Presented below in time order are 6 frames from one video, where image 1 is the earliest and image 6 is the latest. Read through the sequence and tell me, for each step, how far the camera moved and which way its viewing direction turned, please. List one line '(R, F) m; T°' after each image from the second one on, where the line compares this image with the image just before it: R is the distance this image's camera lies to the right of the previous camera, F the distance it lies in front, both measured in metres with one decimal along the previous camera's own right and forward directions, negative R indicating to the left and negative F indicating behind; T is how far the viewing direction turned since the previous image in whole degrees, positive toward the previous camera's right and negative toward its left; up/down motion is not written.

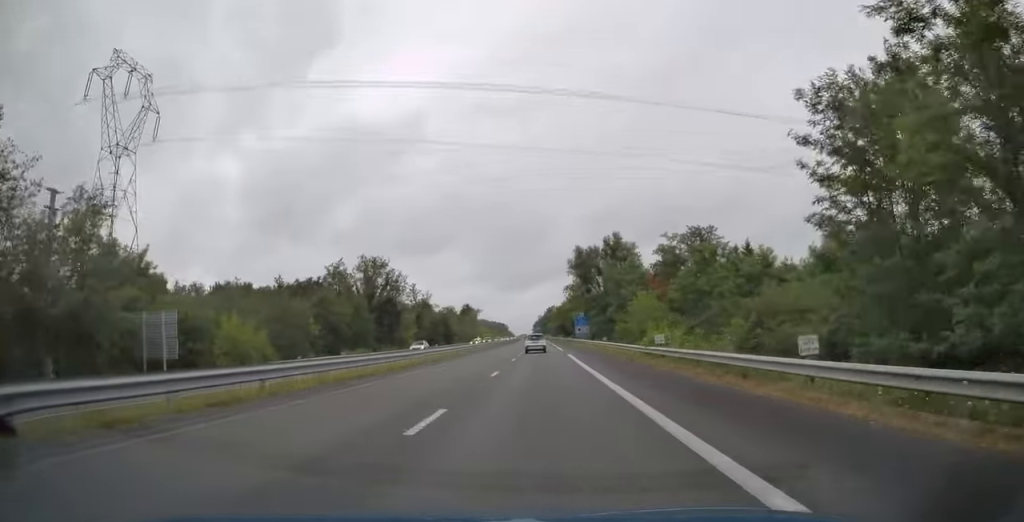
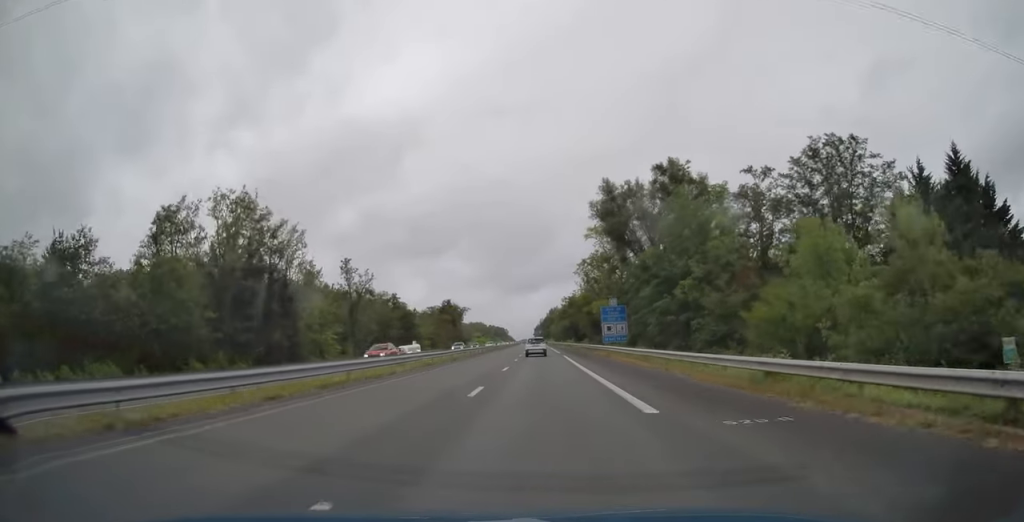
(-0.3, +46.5) m; -1°
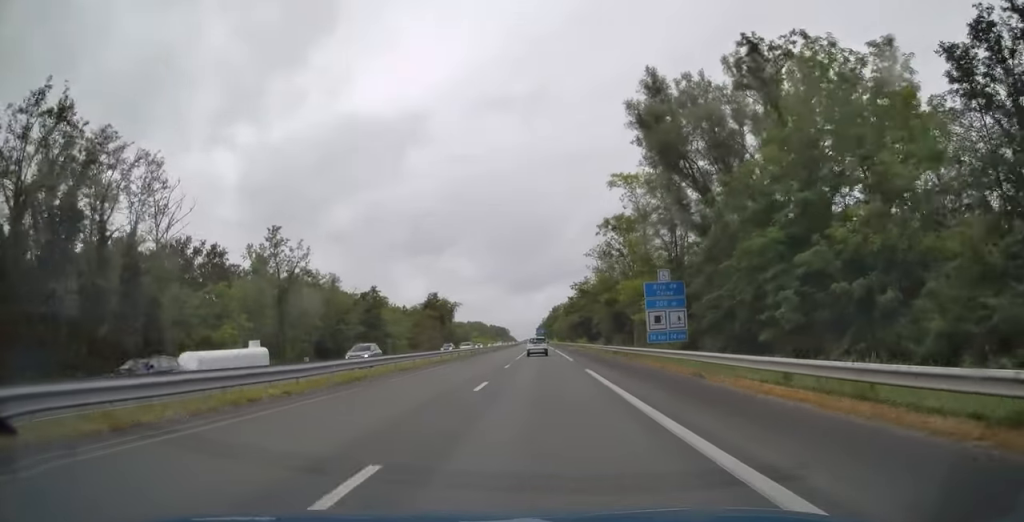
(-0.2, +24.6) m; 0°
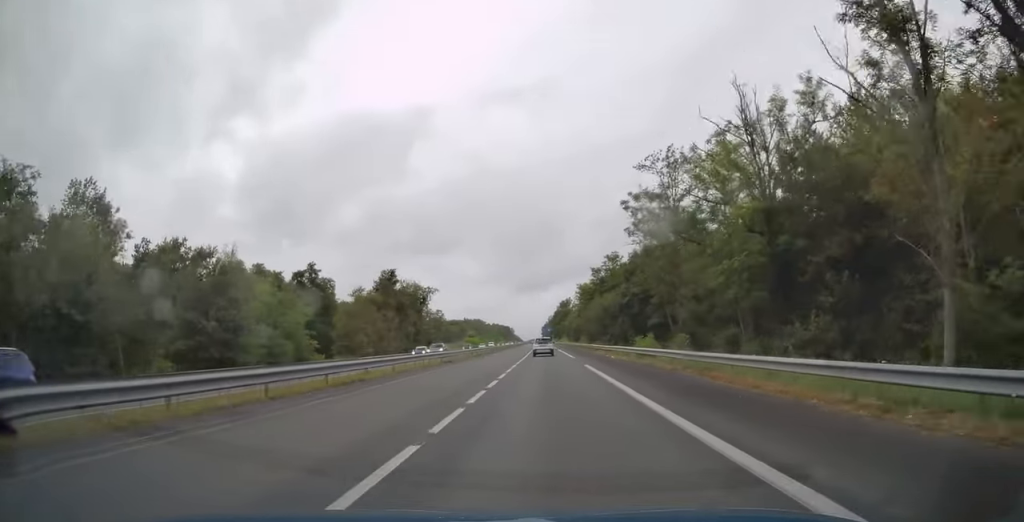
(-0.1, +46.6) m; 0°
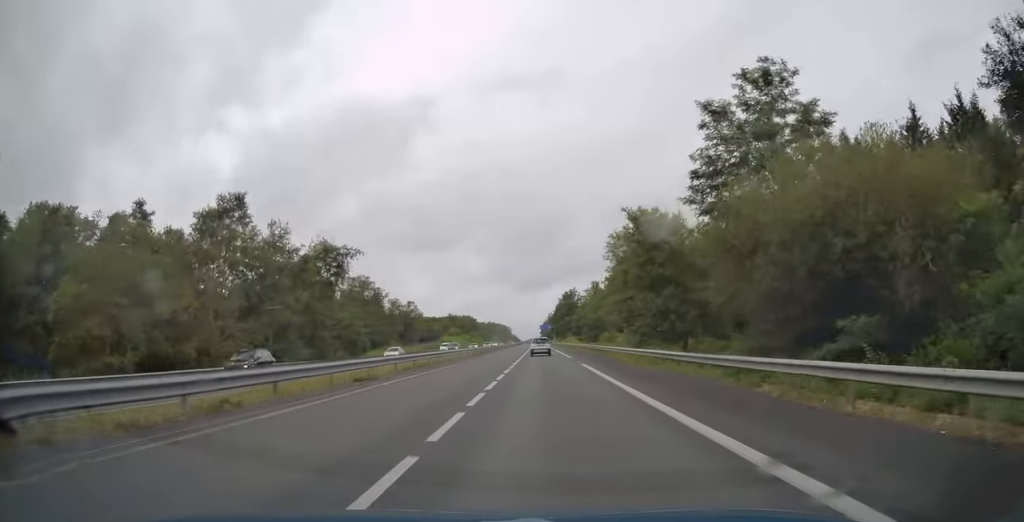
(-0.1, +51.7) m; 0°
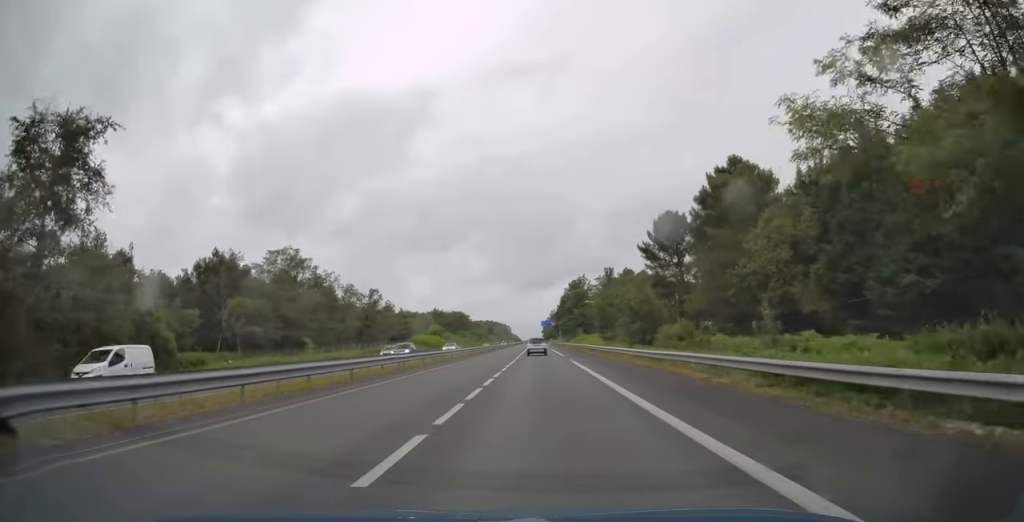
(+0.1, +45.5) m; 0°
